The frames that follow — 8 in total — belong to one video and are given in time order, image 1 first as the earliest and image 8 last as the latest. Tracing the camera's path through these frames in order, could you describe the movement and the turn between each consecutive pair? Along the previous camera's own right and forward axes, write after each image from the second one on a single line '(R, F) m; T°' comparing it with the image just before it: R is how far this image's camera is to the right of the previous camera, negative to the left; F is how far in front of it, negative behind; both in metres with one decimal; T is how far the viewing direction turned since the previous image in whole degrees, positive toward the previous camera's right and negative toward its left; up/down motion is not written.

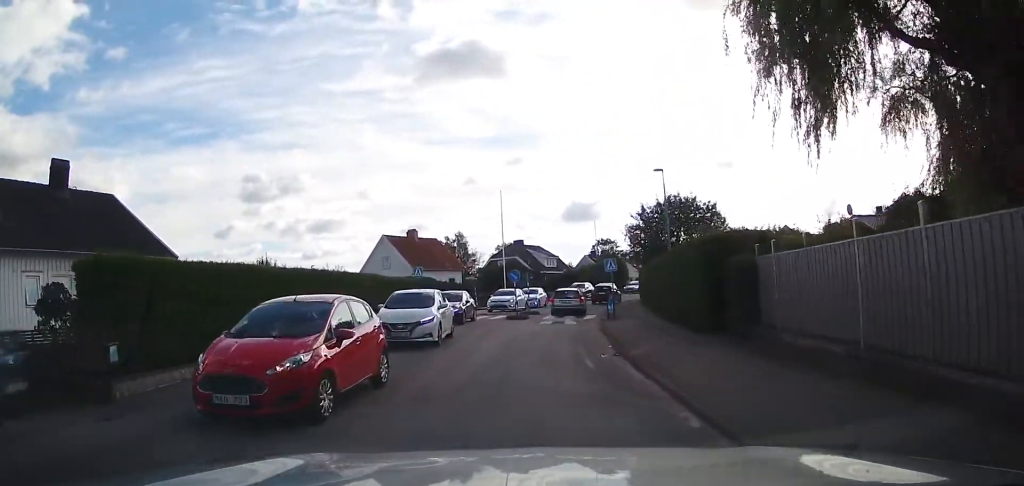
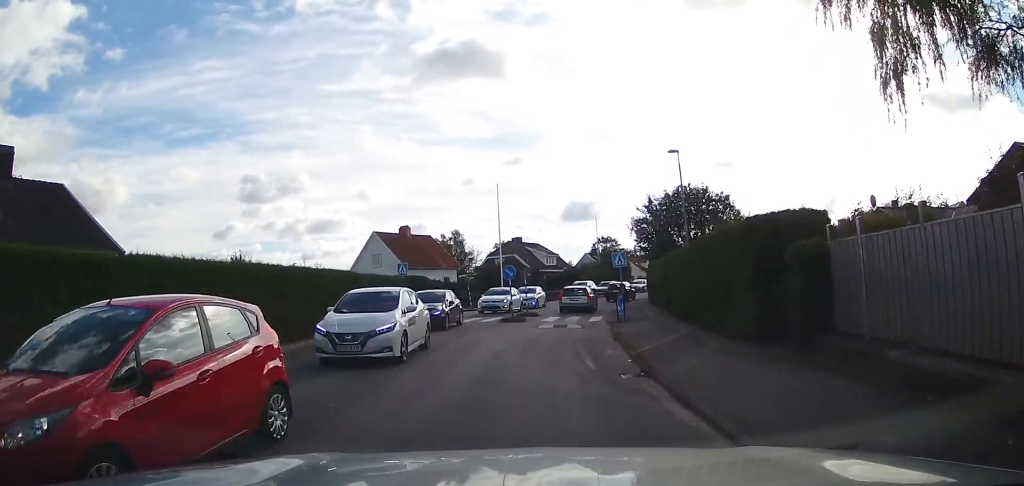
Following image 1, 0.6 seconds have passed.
(-0.1, +3.5) m; +3°
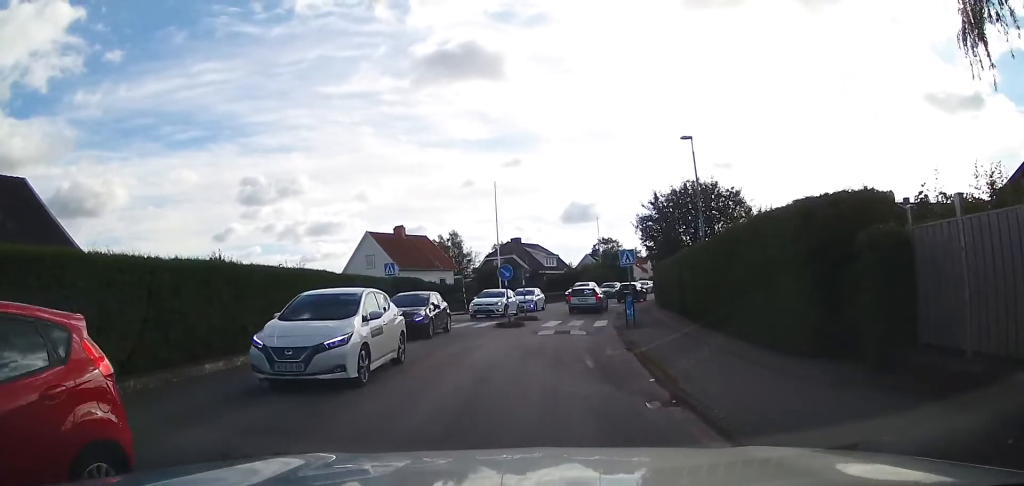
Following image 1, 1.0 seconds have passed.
(+0.2, +2.3) m; 0°
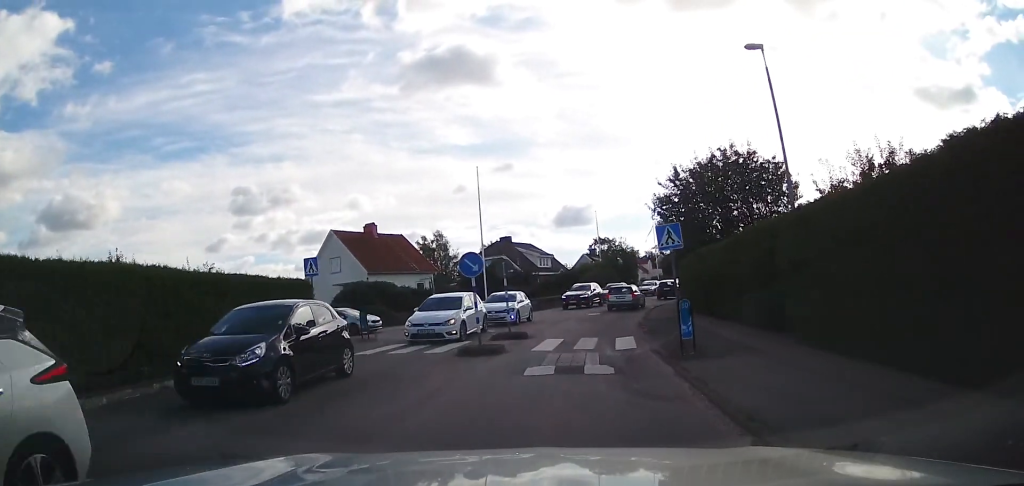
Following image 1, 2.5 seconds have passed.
(-0.1, +8.2) m; -6°
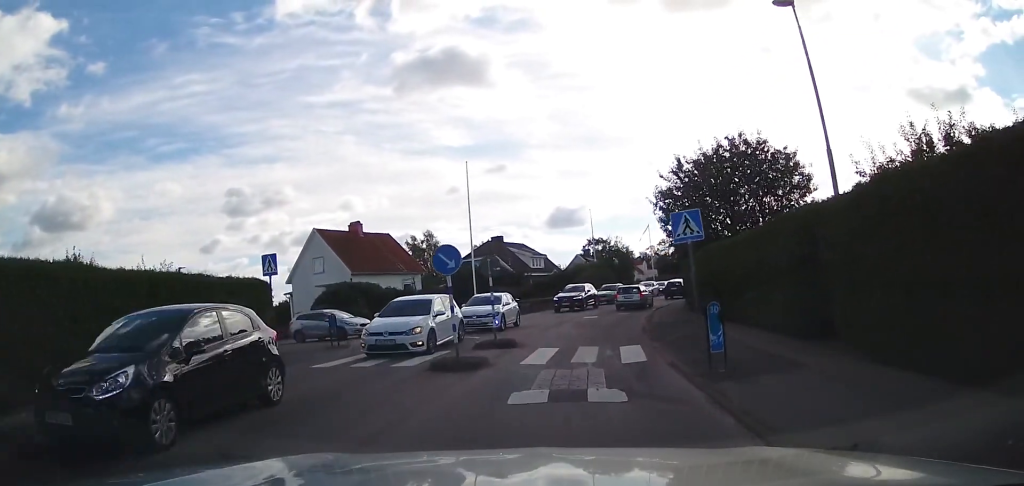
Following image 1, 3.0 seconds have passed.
(-0.1, +2.3) m; +1°
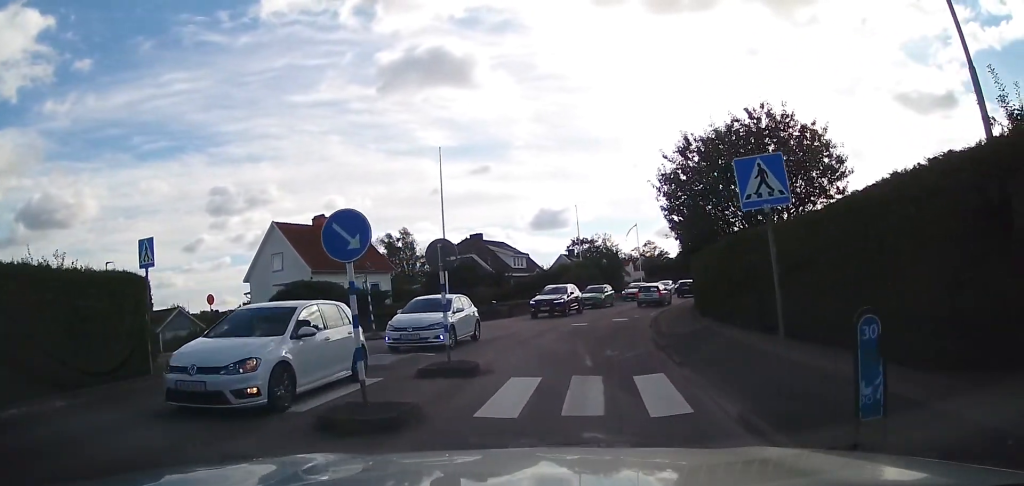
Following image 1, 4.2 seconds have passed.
(+0.2, +4.9) m; +4°
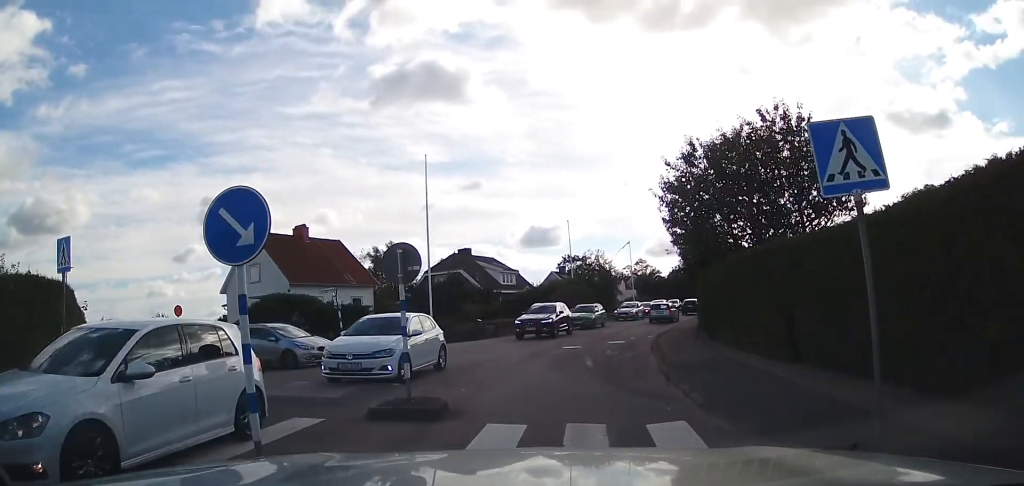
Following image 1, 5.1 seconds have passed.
(0.0, +2.5) m; +1°
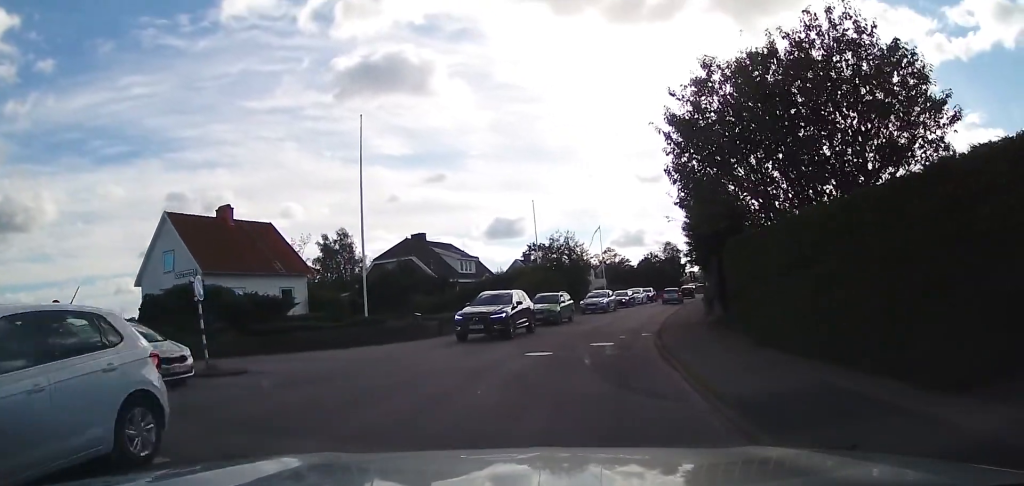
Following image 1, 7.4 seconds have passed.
(+0.6, +6.8) m; +9°
